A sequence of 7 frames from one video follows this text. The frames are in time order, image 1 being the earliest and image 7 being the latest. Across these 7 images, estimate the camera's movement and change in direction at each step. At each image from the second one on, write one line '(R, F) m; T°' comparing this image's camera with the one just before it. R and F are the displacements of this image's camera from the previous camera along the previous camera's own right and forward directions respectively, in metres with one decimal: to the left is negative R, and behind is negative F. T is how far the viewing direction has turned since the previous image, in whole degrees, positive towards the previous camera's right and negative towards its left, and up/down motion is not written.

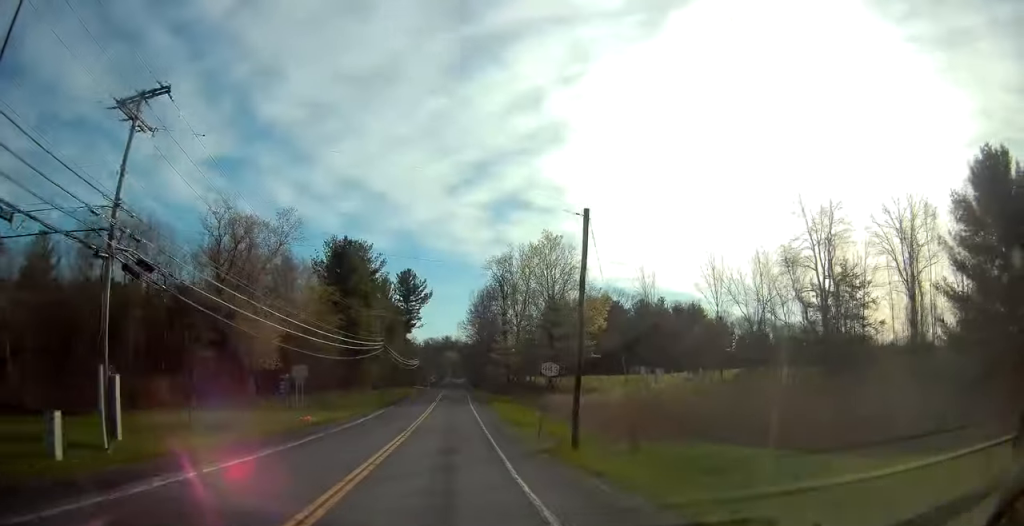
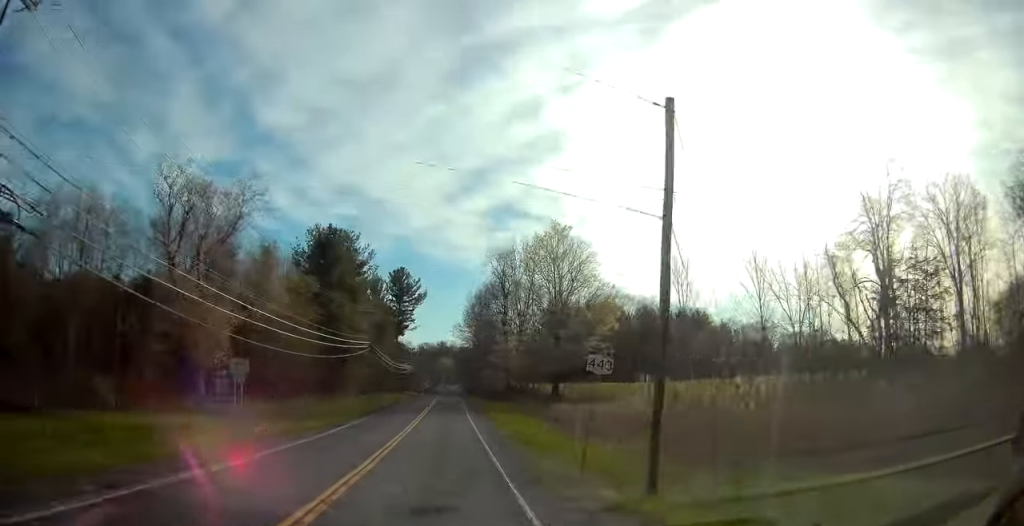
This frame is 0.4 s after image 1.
(-0.2, +8.9) m; 0°
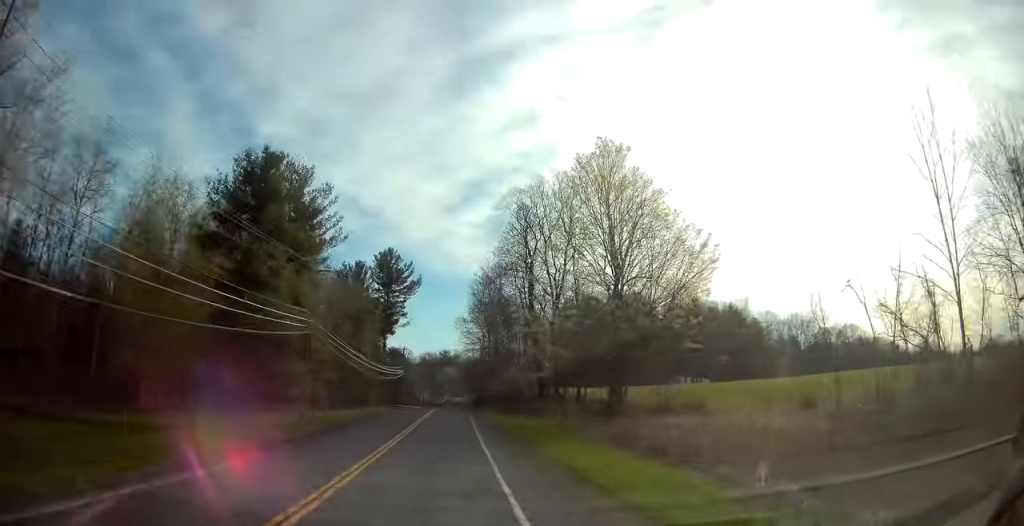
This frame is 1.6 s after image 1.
(+0.6, +27.0) m; +1°
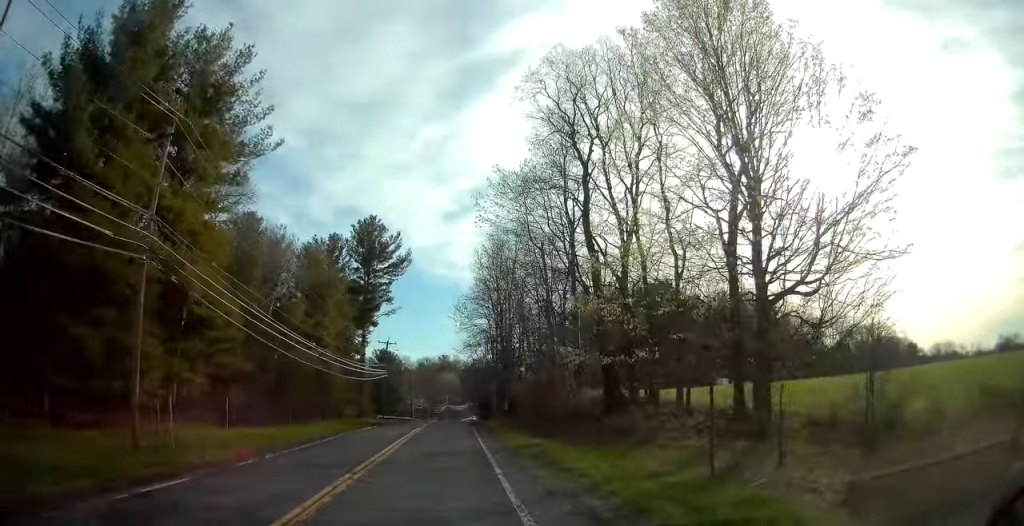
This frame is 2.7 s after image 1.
(-0.6, +23.2) m; -1°
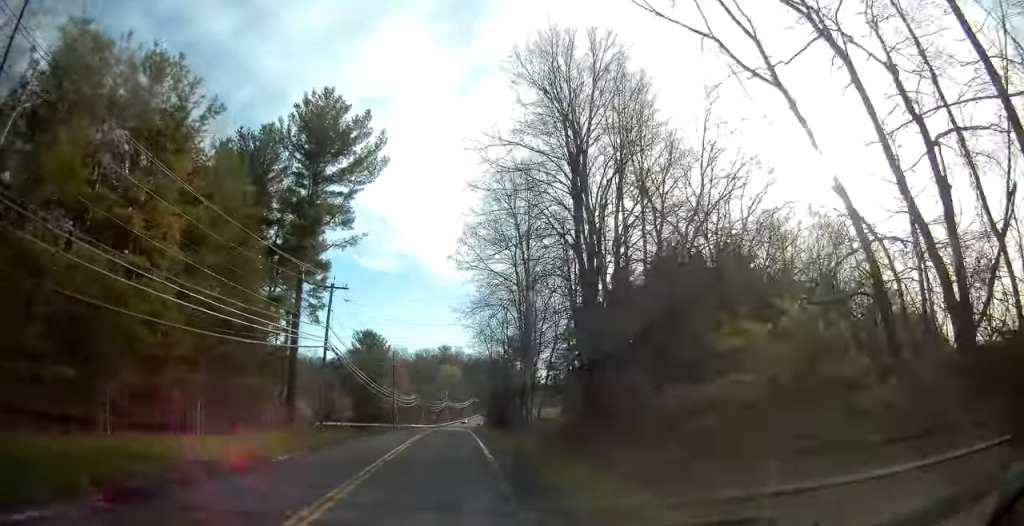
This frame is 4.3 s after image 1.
(0.0, +35.5) m; 0°
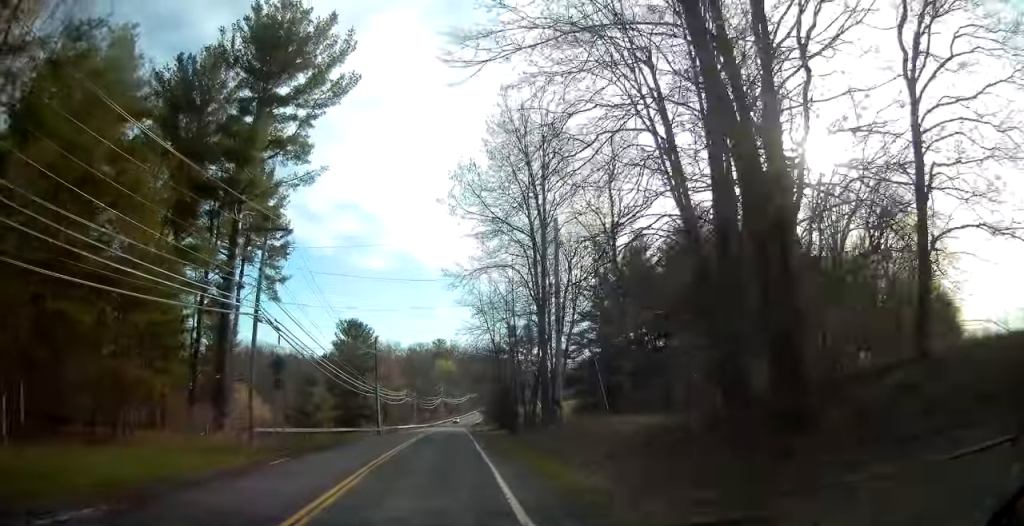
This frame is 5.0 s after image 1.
(0.0, +13.7) m; 0°
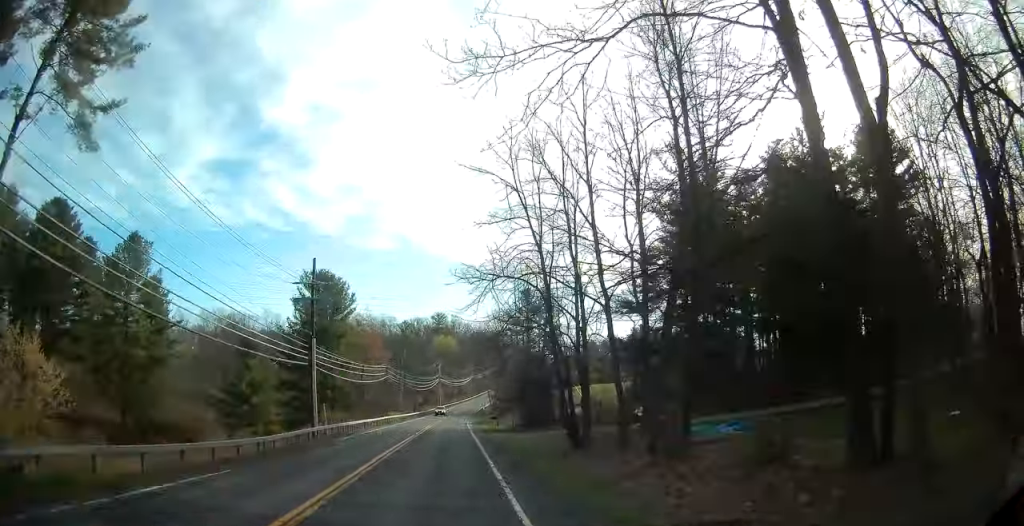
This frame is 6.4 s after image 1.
(+0.6, +30.9) m; +1°
